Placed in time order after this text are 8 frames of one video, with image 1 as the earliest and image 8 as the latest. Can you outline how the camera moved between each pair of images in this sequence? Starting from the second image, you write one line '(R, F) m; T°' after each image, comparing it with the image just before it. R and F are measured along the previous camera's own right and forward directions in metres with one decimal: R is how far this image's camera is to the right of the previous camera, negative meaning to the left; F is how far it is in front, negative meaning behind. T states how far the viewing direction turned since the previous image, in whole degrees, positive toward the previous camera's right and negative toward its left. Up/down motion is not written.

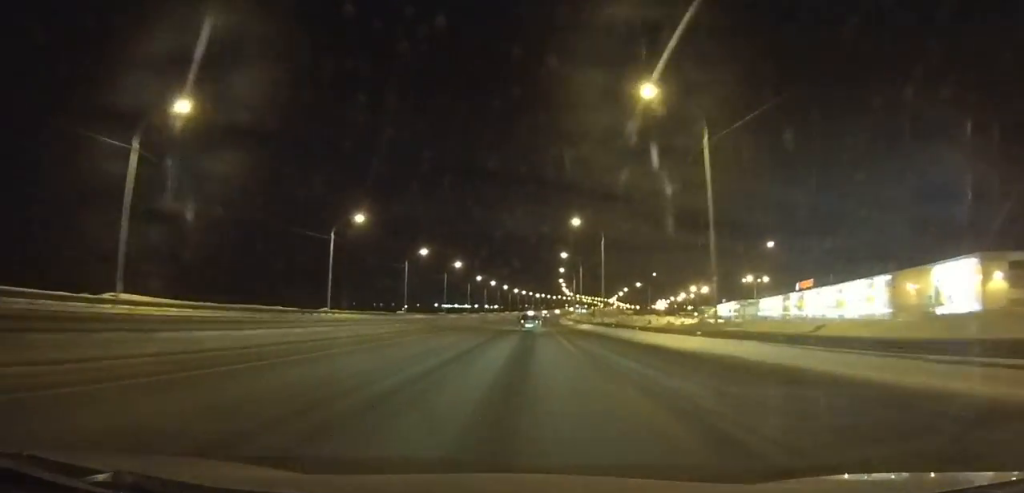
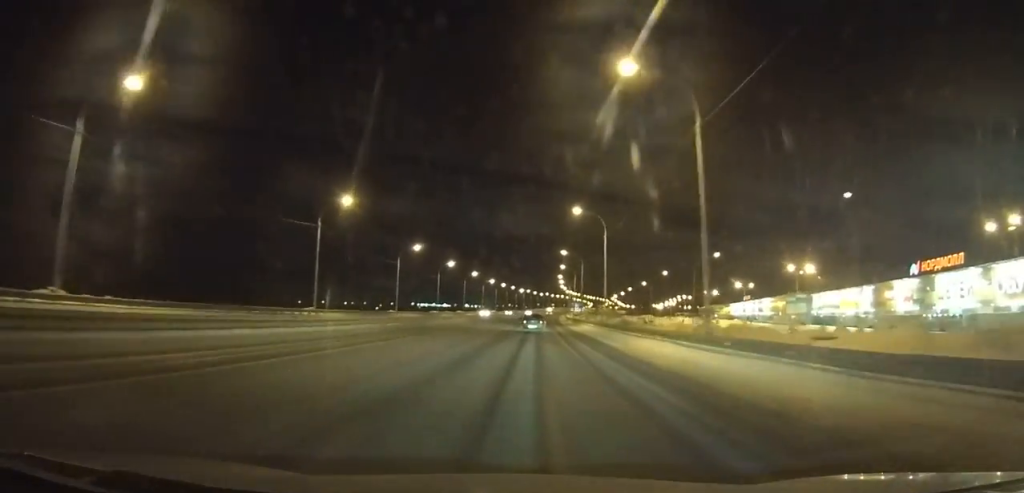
(+1.1, +73.5) m; +2°
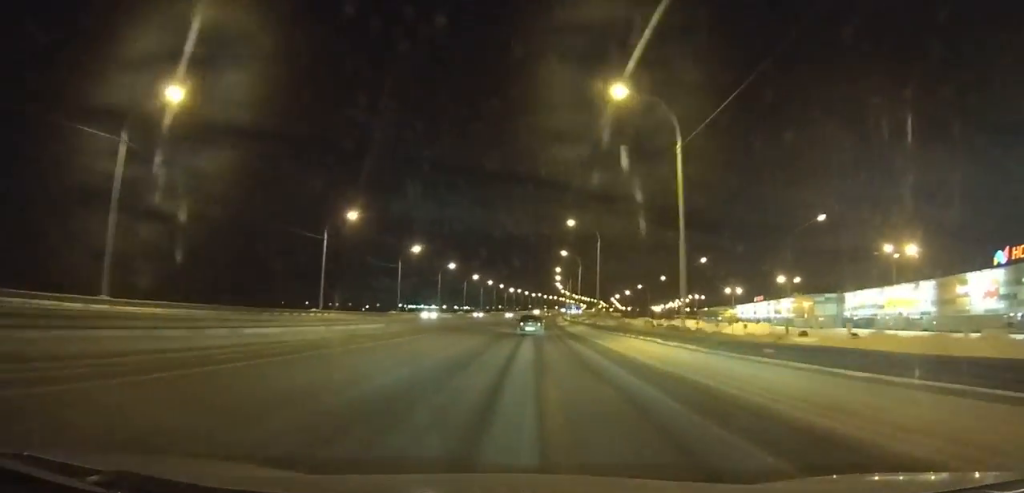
(+0.6, +31.9) m; +1°
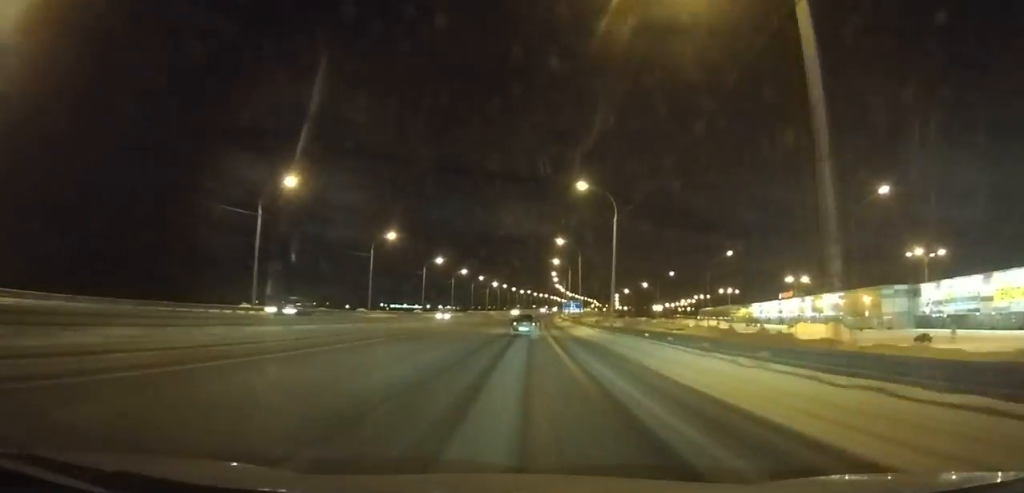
(+0.1, +48.9) m; +1°
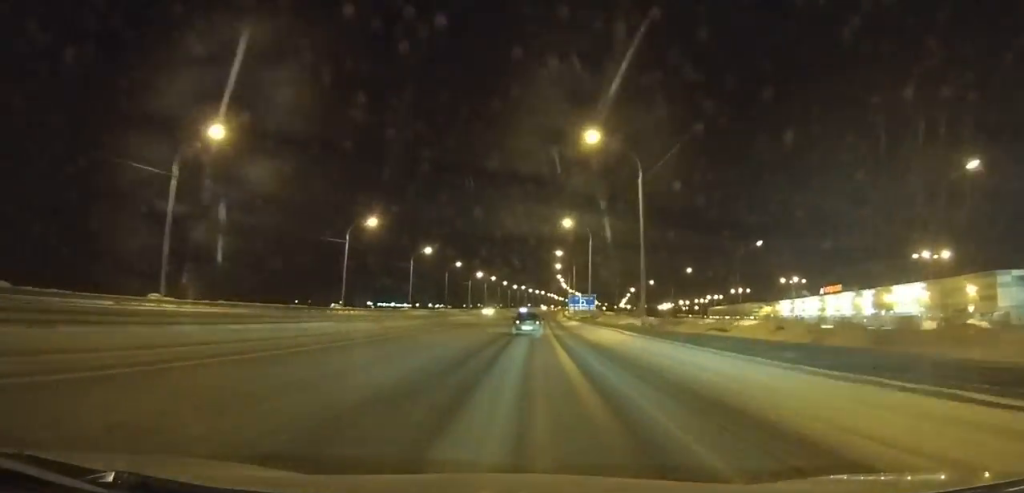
(+0.8, +47.1) m; +1°
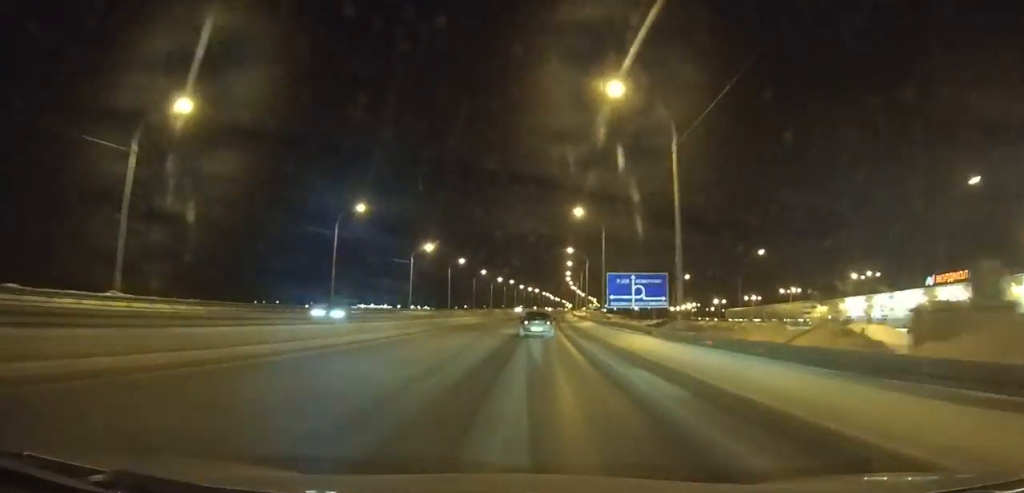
(+0.7, +75.9) m; +1°
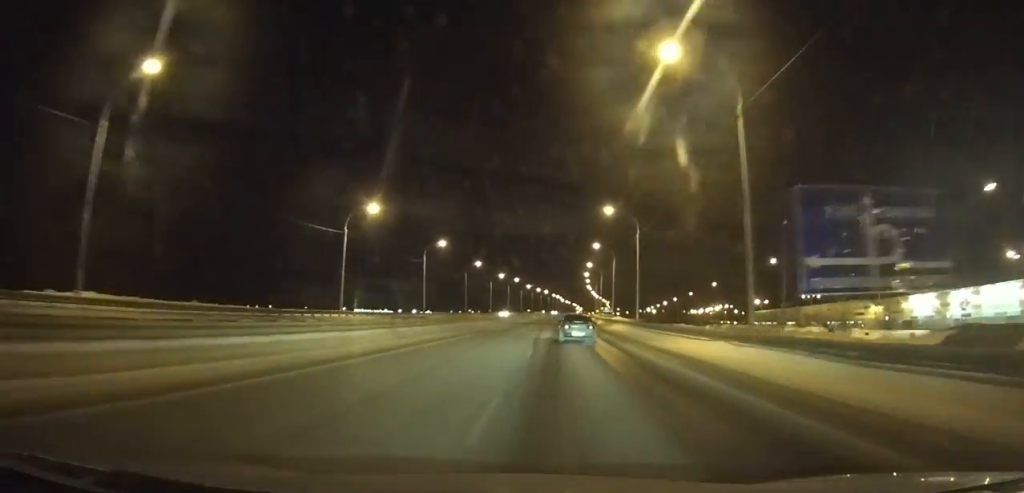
(+0.1, +40.2) m; 0°
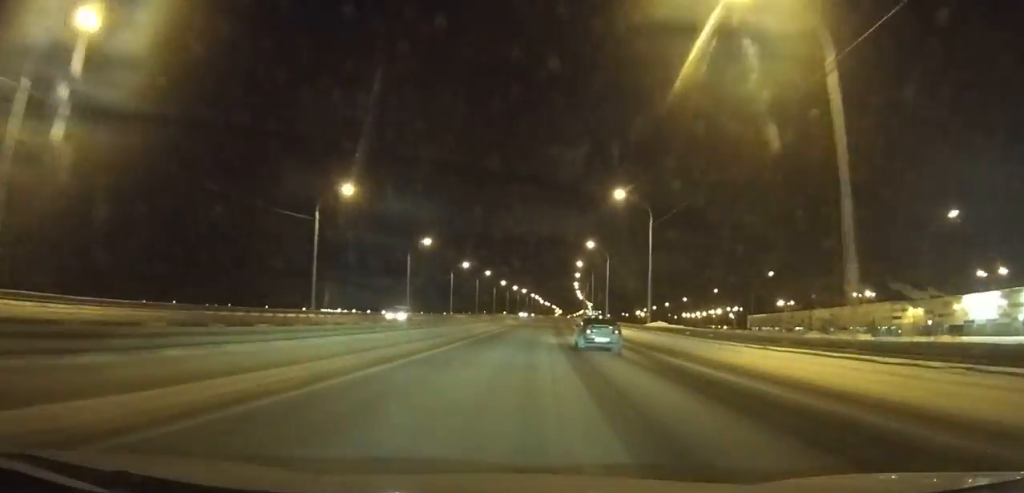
(0.0, +40.4) m; 0°
